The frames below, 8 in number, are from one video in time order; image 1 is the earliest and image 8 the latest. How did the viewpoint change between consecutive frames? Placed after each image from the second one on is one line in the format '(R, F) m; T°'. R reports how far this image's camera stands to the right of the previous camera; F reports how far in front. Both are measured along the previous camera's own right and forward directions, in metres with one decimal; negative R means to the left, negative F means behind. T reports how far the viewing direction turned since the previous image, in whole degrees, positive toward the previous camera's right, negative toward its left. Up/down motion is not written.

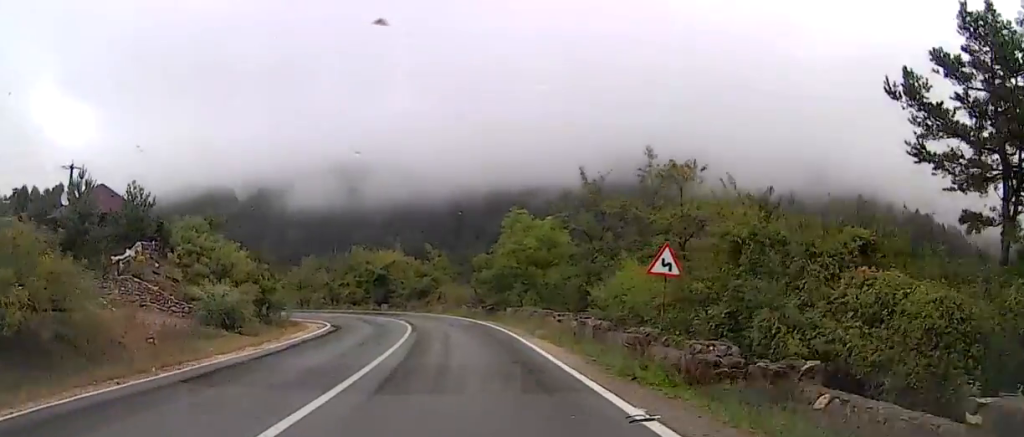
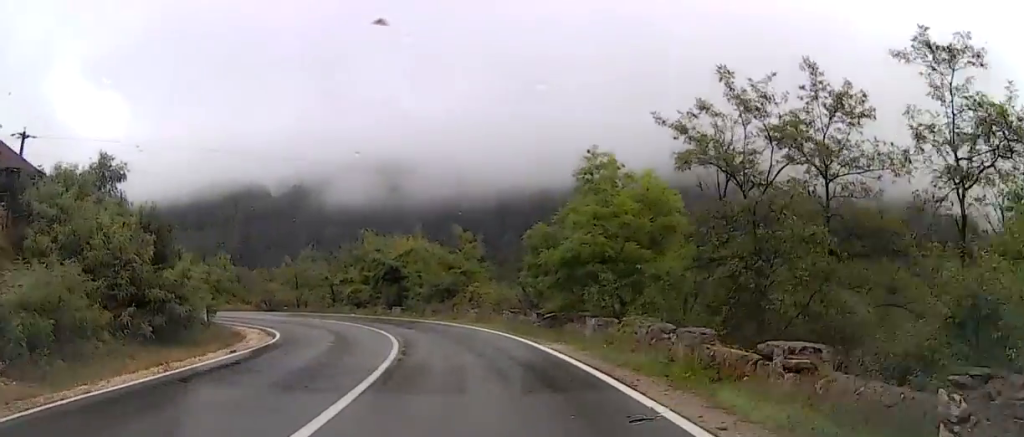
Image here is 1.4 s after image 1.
(-0.1, +15.2) m; -10°
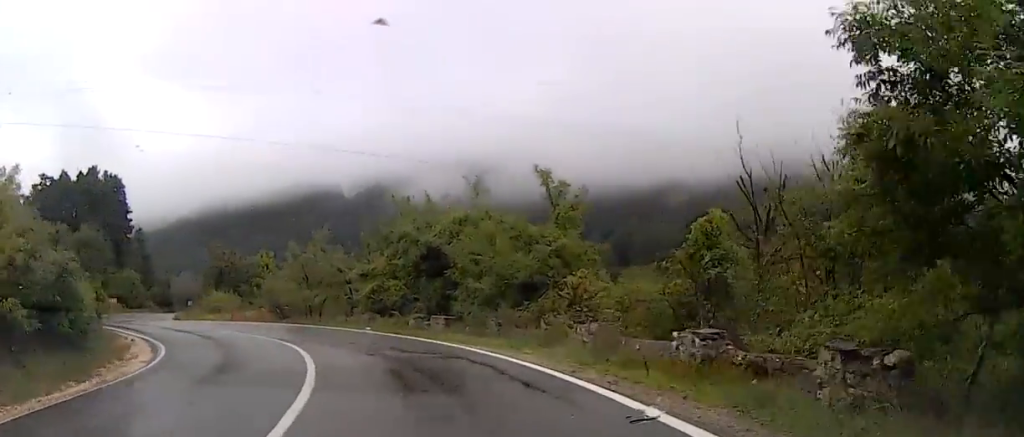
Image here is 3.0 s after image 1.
(-3.2, +16.5) m; -16°
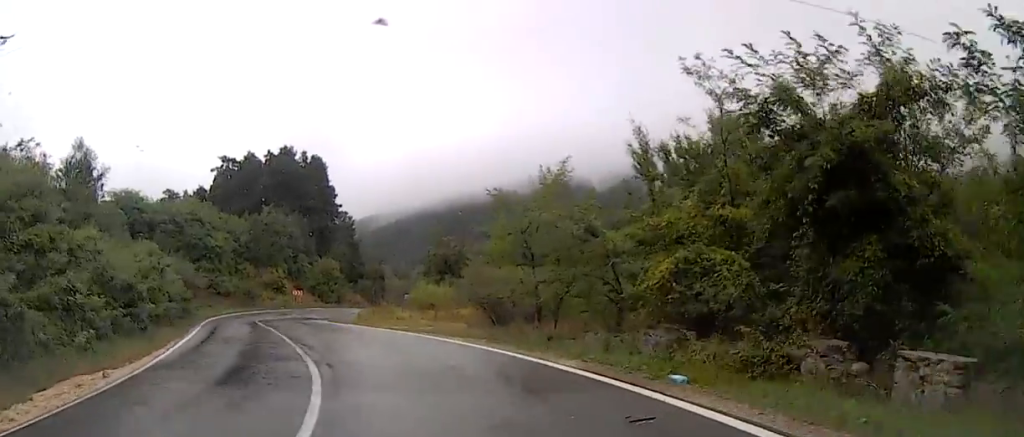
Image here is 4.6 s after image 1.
(-1.3, +15.2) m; -17°
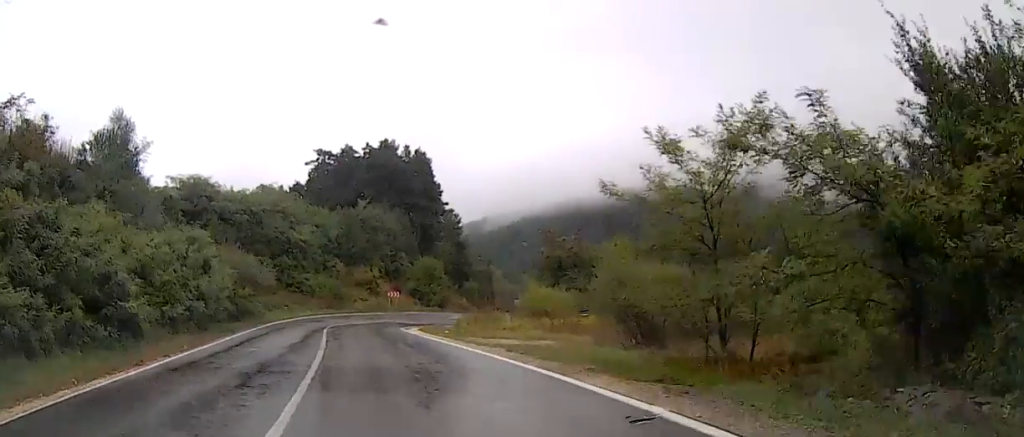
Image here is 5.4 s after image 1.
(-1.1, +7.1) m; -8°
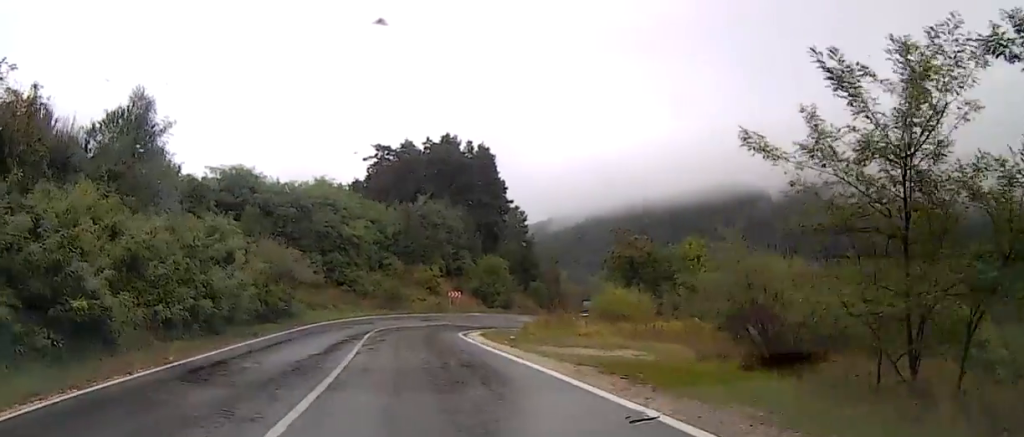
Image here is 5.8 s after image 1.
(-0.1, +4.2) m; -2°
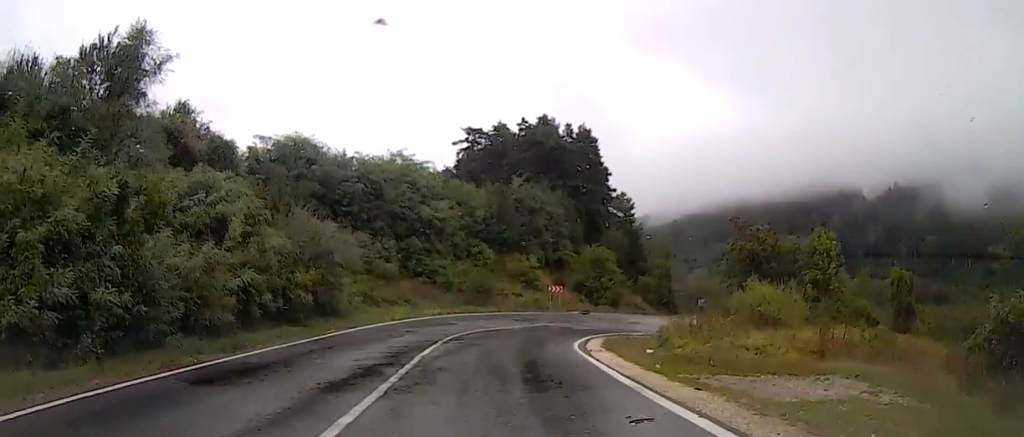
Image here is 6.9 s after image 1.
(-0.2, +8.9) m; -2°
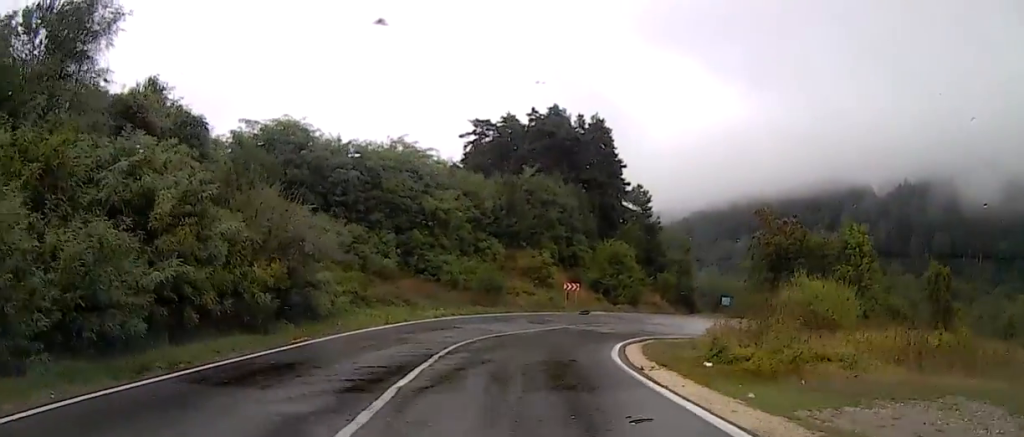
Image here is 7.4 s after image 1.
(-0.1, +4.0) m; 0°
